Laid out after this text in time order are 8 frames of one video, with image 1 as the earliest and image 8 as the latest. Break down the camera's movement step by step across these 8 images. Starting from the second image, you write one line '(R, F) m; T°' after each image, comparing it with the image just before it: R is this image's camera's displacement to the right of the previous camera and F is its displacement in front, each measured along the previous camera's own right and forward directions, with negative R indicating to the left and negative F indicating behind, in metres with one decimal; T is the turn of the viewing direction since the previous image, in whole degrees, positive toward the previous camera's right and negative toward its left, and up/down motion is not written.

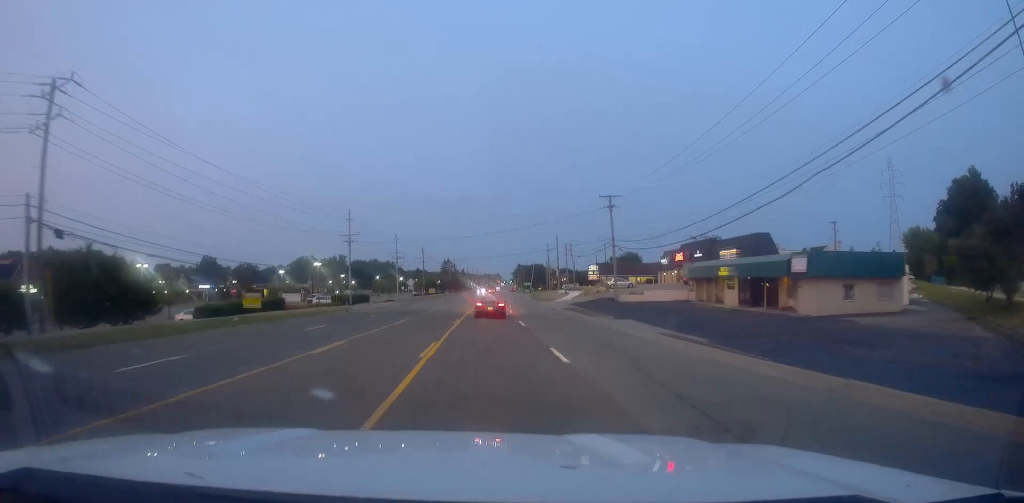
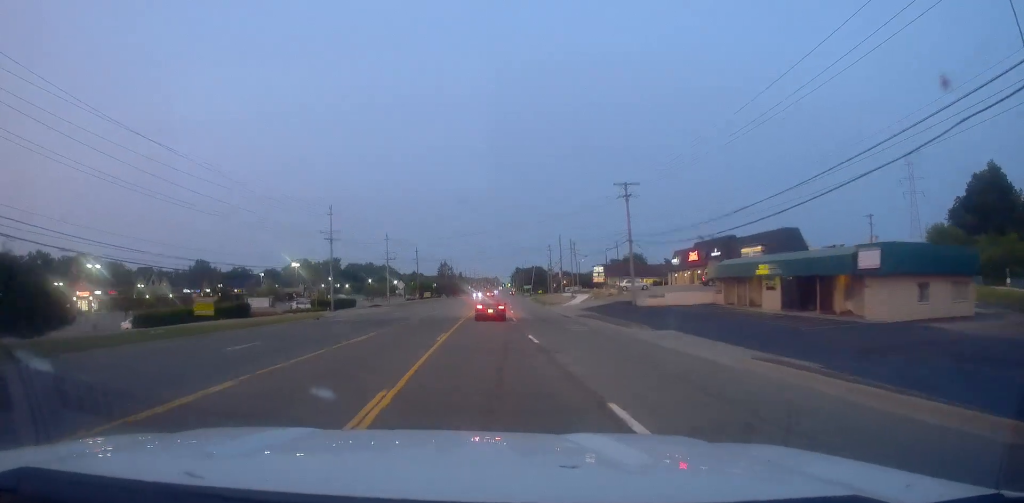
(+0.2, +9.2) m; 0°
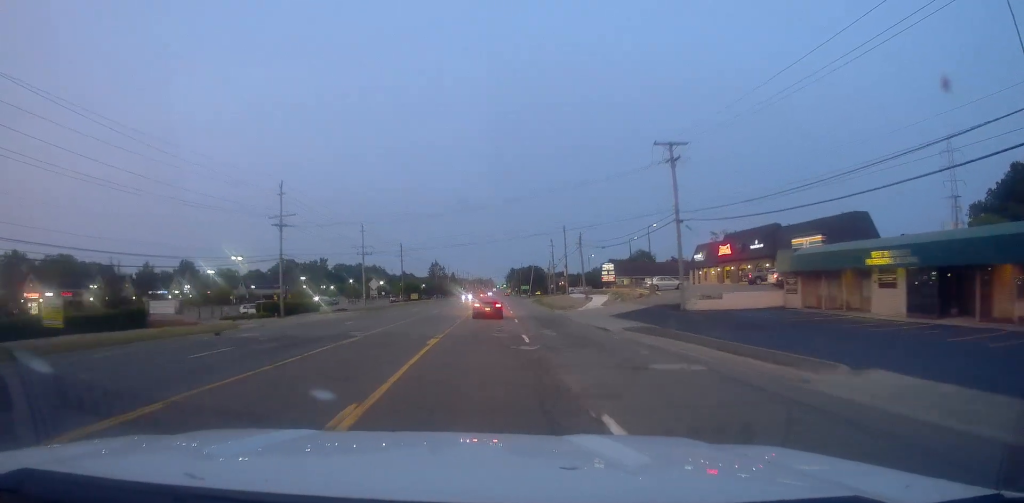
(+0.1, +16.9) m; 0°
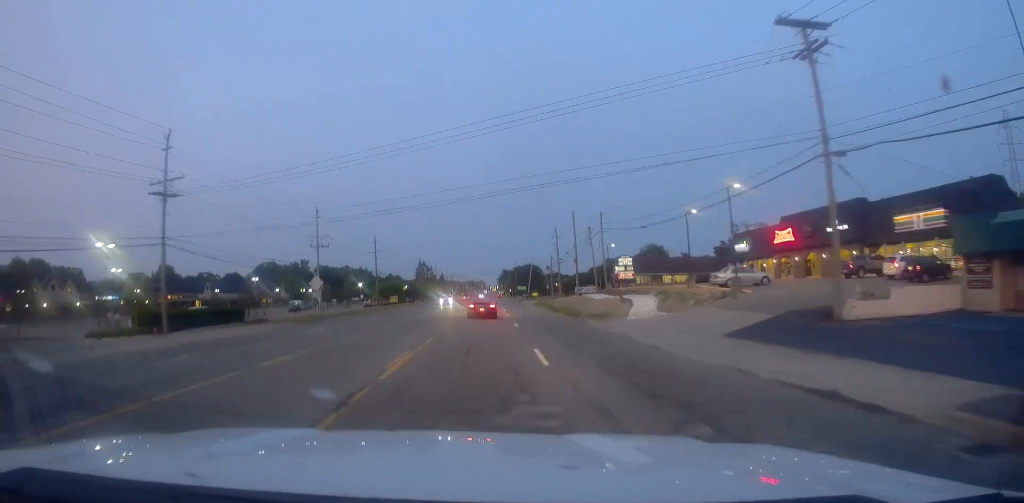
(-0.3, +21.2) m; 0°
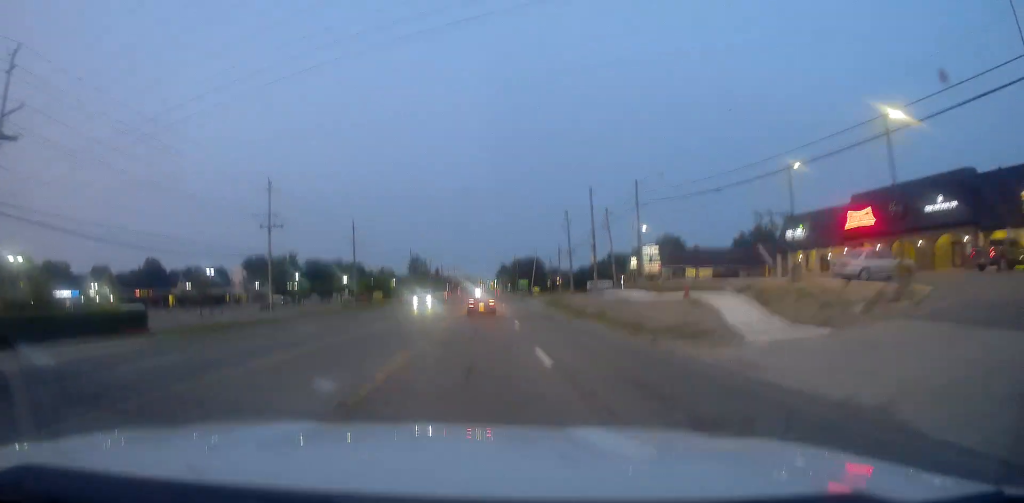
(+0.1, +16.1) m; +1°
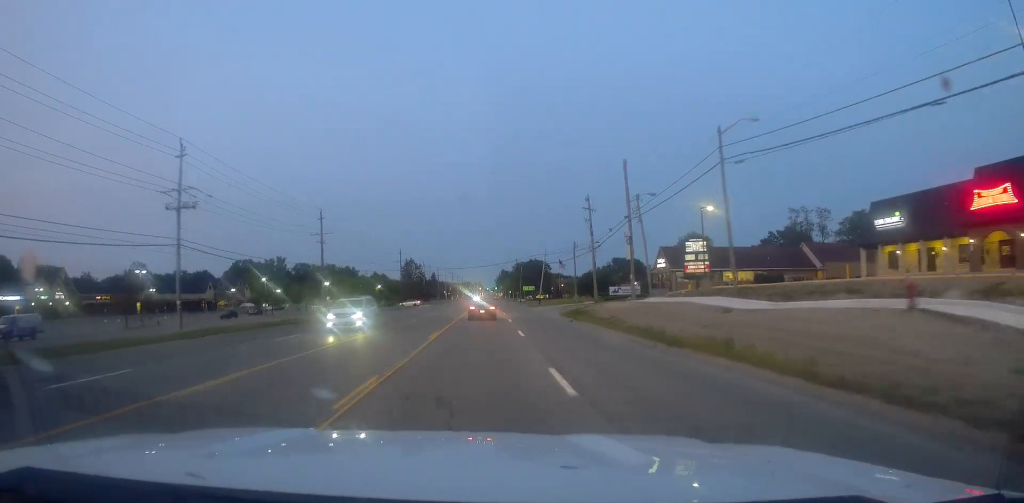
(+0.3, +18.0) m; +1°
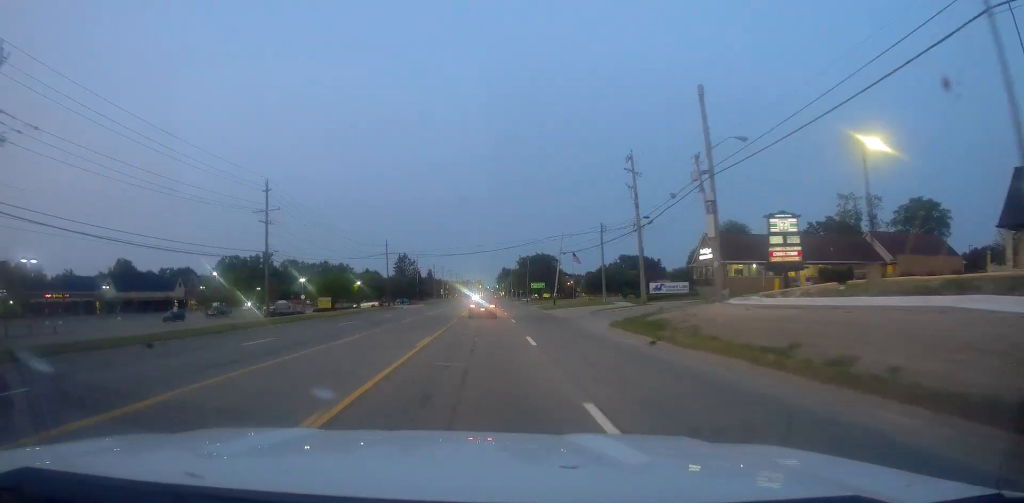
(+0.1, +19.3) m; -1°
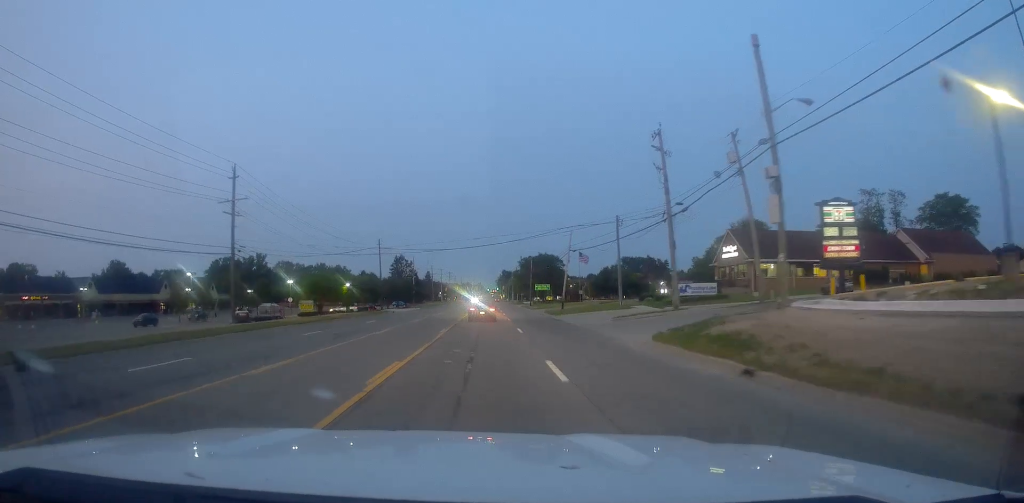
(-0.3, +7.8) m; 0°
